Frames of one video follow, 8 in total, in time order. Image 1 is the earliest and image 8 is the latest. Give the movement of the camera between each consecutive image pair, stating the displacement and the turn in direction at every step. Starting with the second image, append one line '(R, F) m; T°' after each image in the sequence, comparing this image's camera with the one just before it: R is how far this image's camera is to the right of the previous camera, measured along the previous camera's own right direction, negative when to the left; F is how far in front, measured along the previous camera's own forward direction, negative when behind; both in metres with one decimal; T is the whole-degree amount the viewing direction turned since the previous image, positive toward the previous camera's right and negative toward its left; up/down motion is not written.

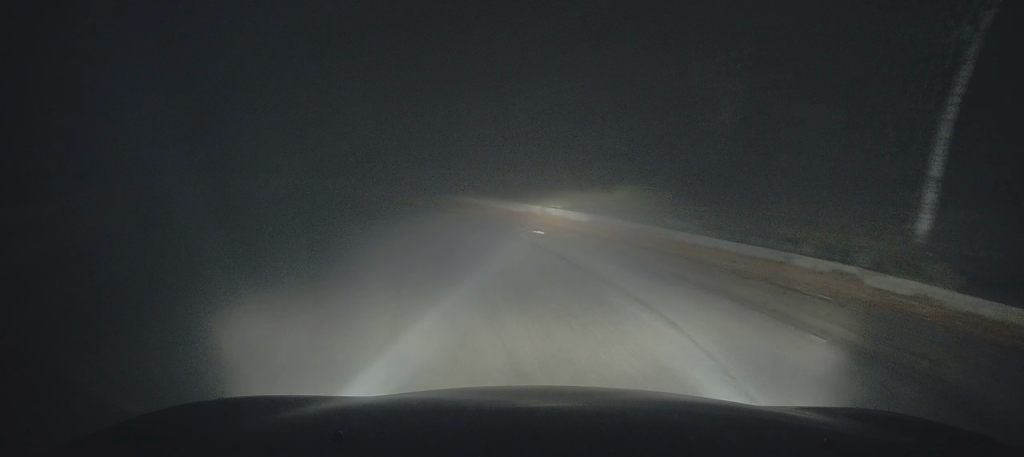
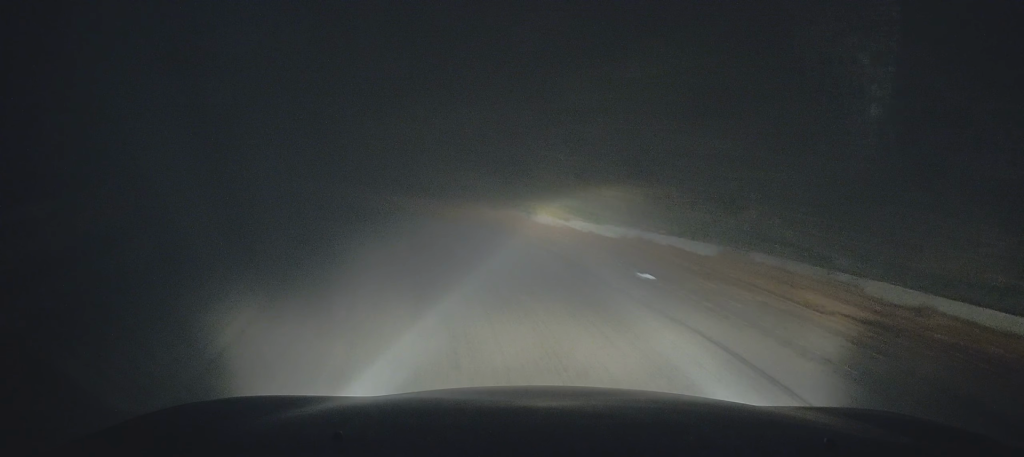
(-0.3, +4.8) m; -7°
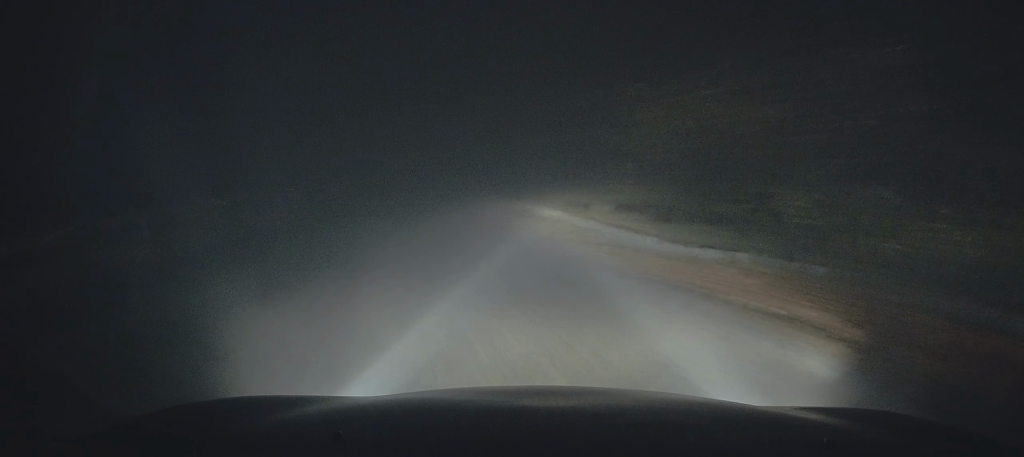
(-1.7, +12.4) m; -17°
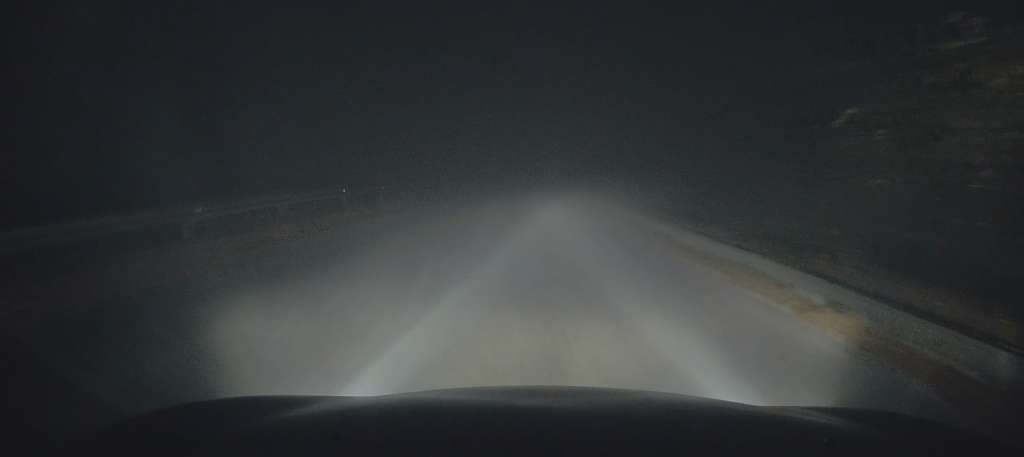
(-0.8, +6.8) m; -7°
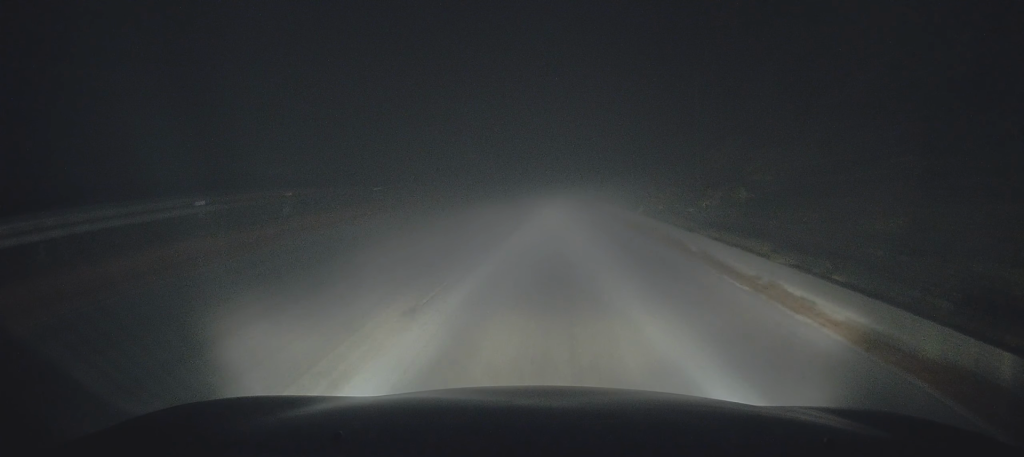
(-0.3, +7.2) m; -4°
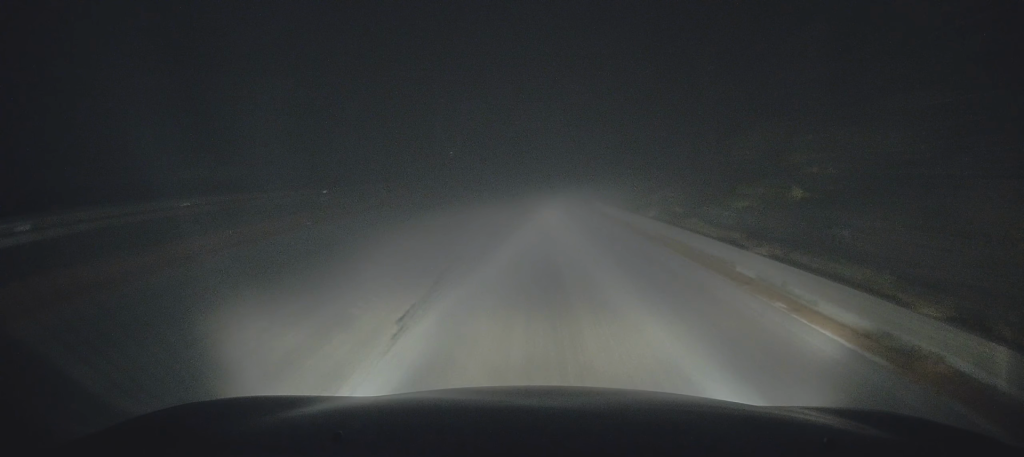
(0.0, +4.0) m; -2°
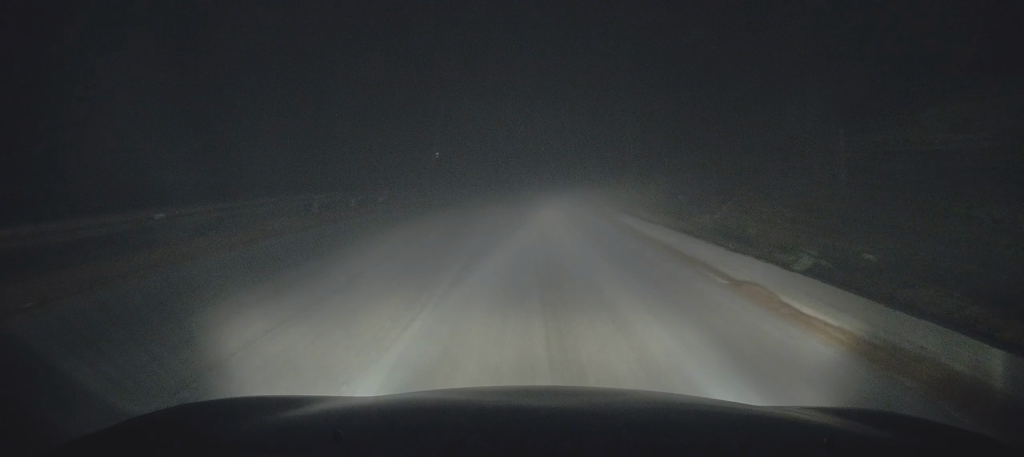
(-0.3, +8.3) m; 0°
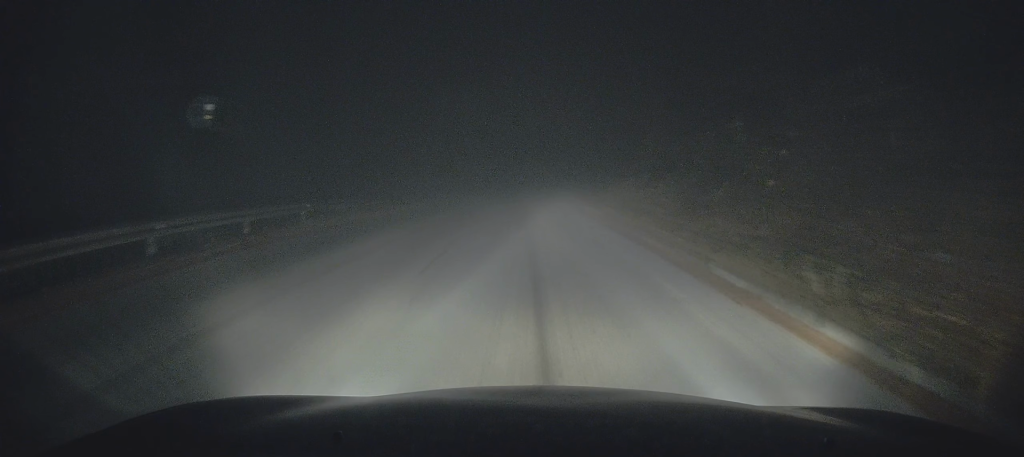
(+1.3, +30.1) m; +4°
